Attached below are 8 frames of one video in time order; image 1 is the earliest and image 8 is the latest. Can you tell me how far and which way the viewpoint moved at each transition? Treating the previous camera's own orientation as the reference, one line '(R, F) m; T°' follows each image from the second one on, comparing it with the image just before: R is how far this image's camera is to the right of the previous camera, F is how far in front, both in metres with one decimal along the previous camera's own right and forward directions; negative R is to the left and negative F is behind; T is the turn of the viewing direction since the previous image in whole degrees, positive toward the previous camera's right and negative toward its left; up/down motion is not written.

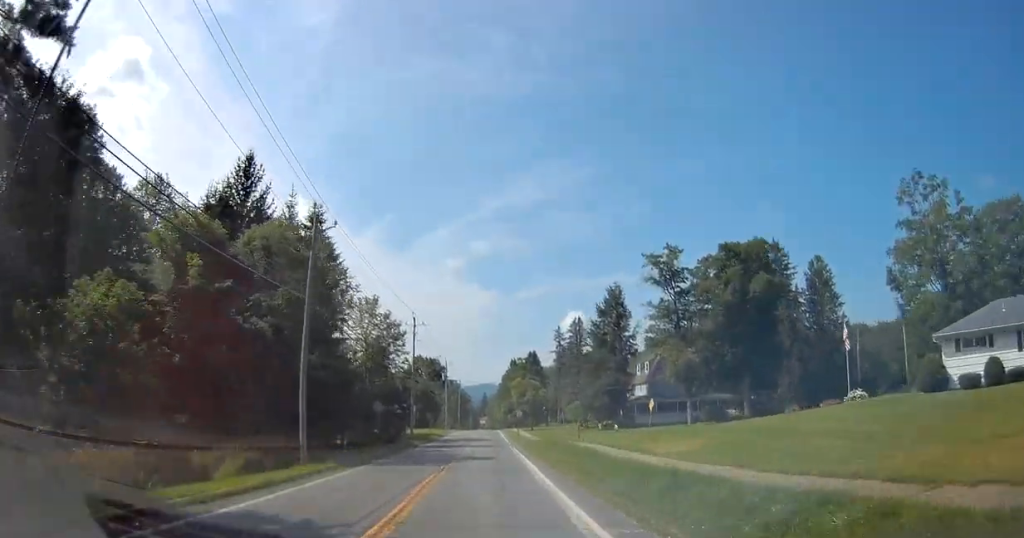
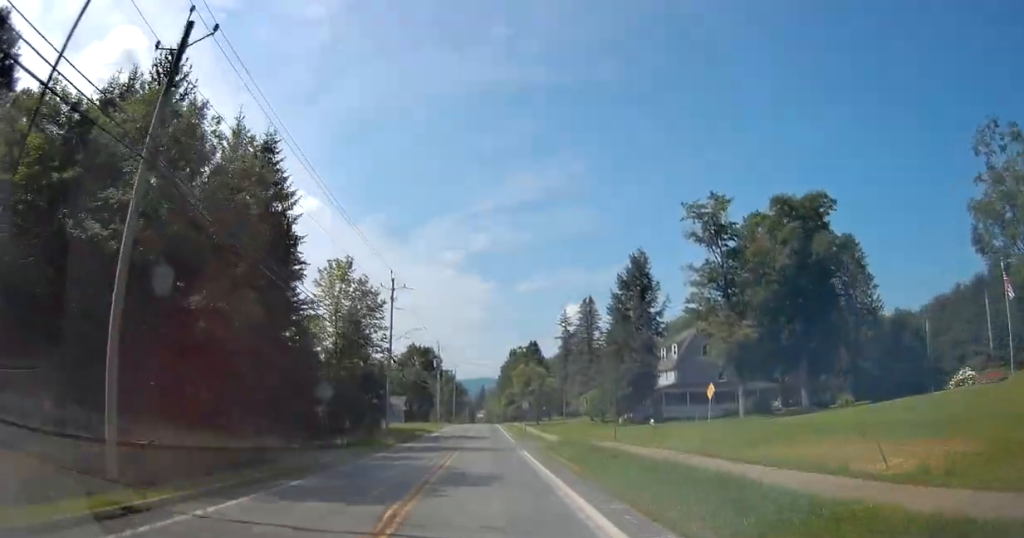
(+0.1, +13.4) m; 0°
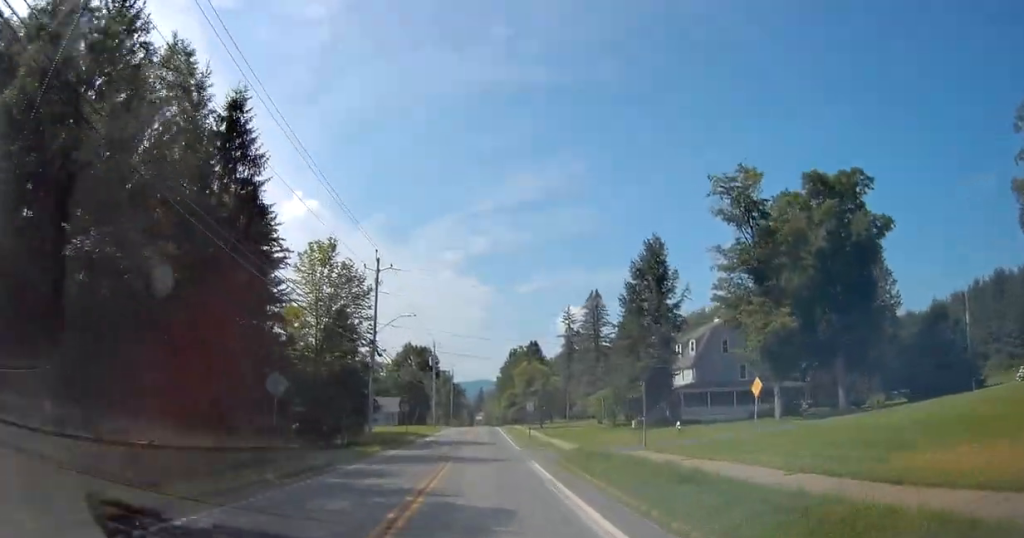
(+0.1, +6.5) m; -1°
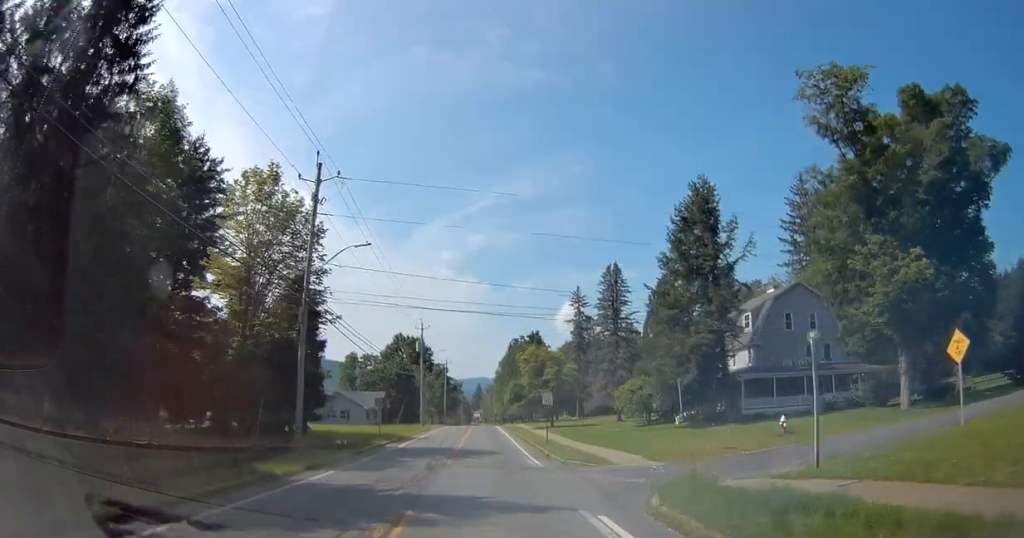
(-0.3, +14.9) m; 0°
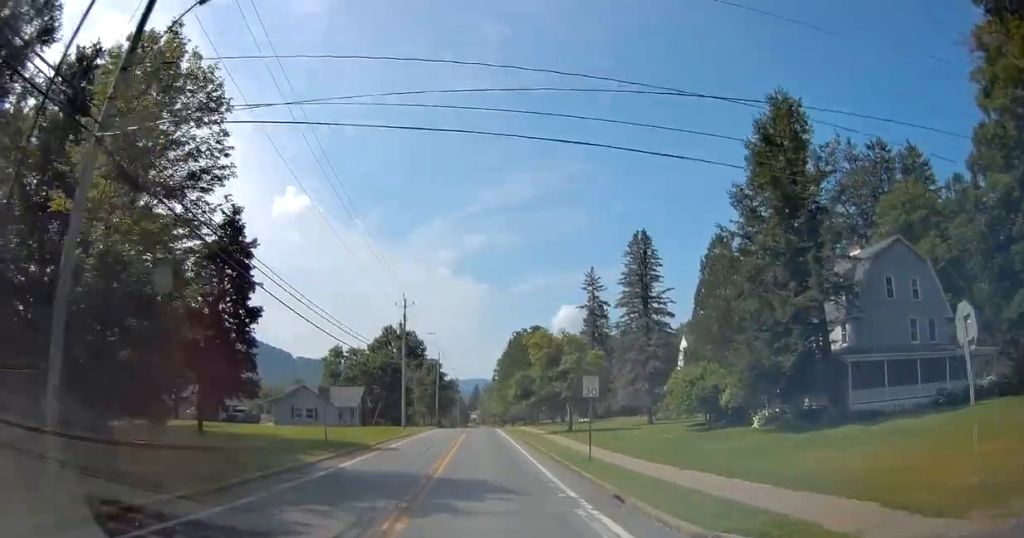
(+0.4, +14.6) m; +1°
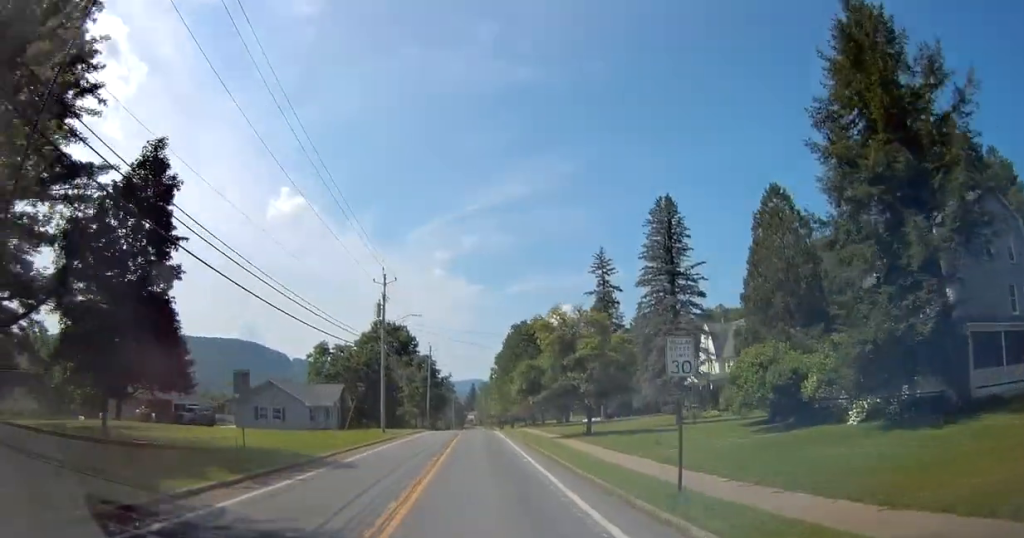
(-0.1, +9.9) m; 0°
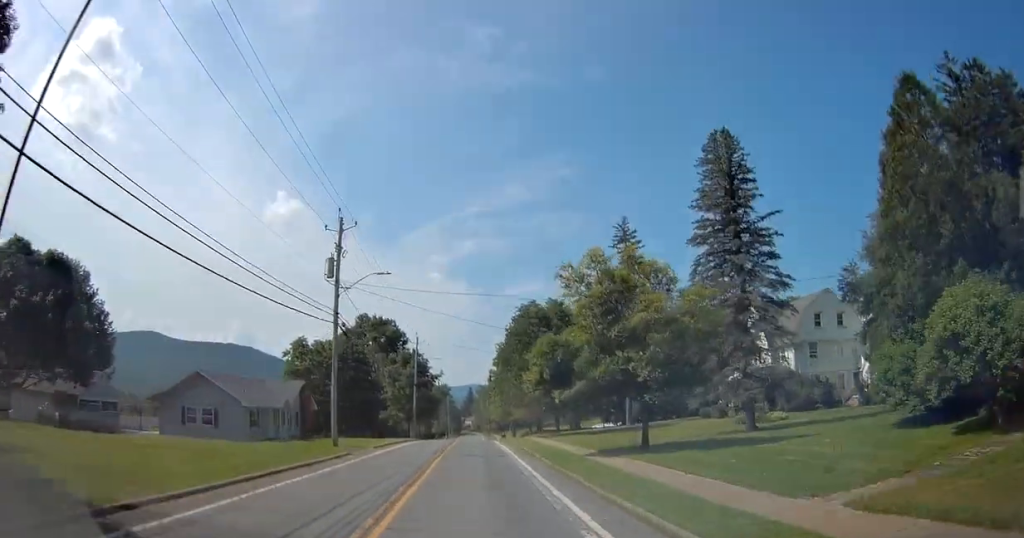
(+0.1, +14.4) m; 0°
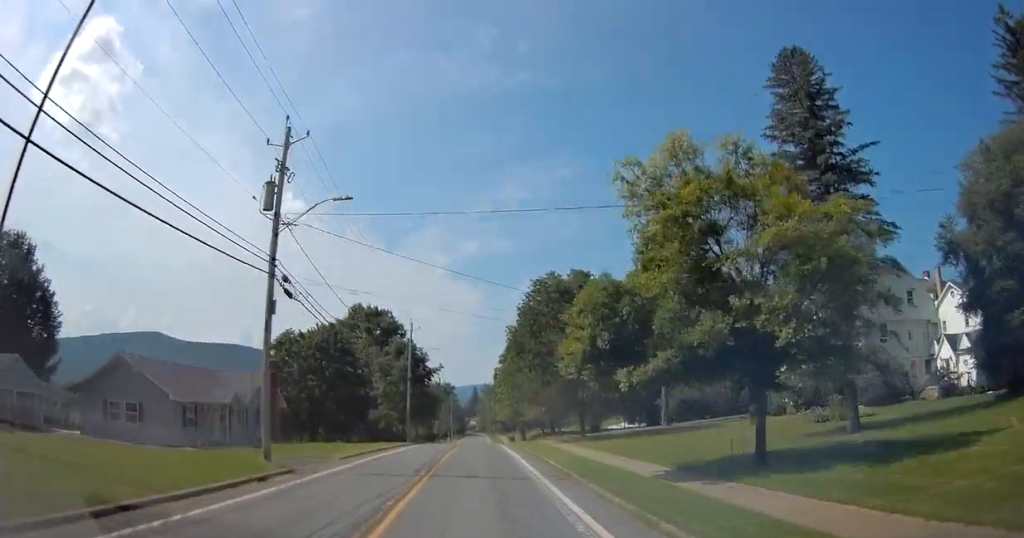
(-0.1, +10.8) m; -1°
